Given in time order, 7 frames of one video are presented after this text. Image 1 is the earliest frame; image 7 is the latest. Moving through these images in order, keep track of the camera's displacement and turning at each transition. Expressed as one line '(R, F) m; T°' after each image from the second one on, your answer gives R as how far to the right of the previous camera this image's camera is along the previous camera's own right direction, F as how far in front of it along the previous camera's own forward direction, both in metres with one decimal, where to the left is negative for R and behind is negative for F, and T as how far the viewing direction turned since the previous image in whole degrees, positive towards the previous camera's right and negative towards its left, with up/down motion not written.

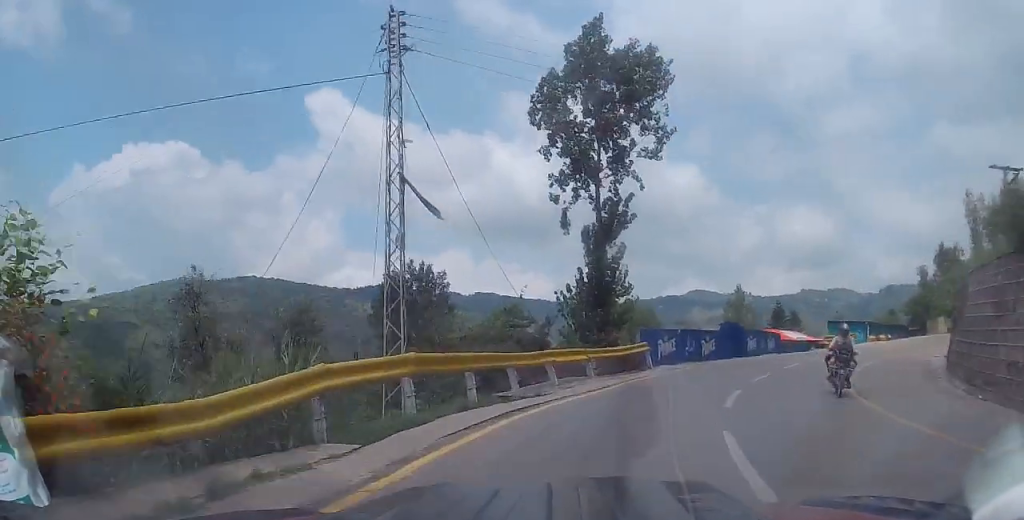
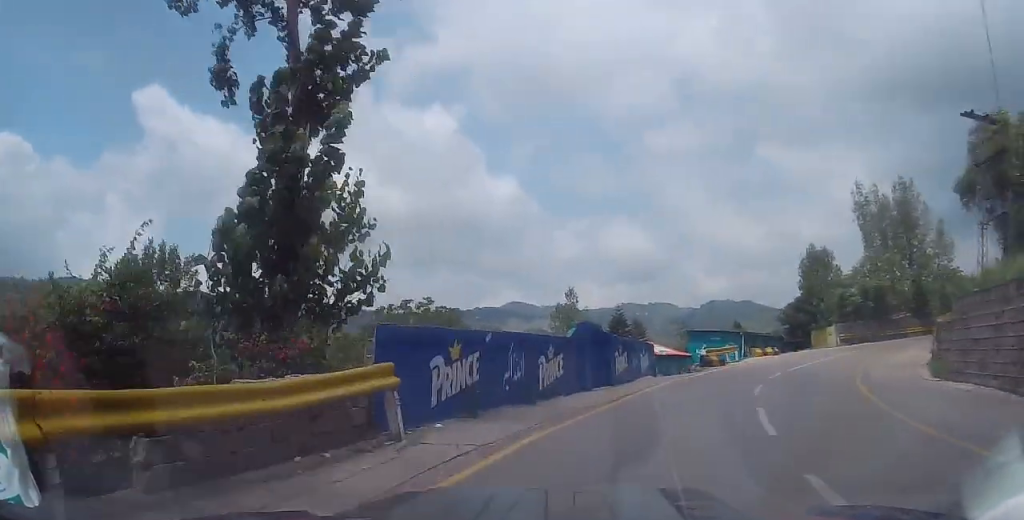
(+1.4, +14.4) m; +14°
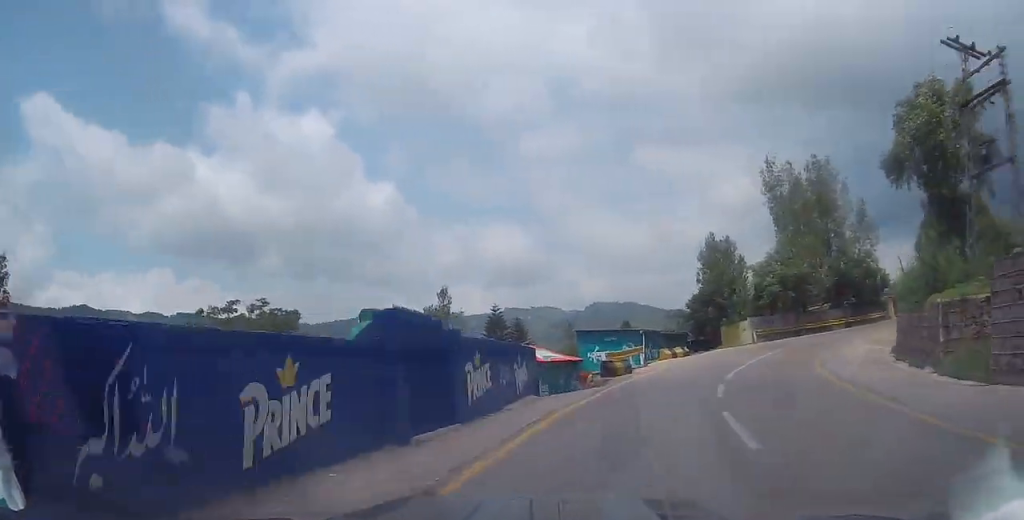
(+0.7, +7.7) m; +9°
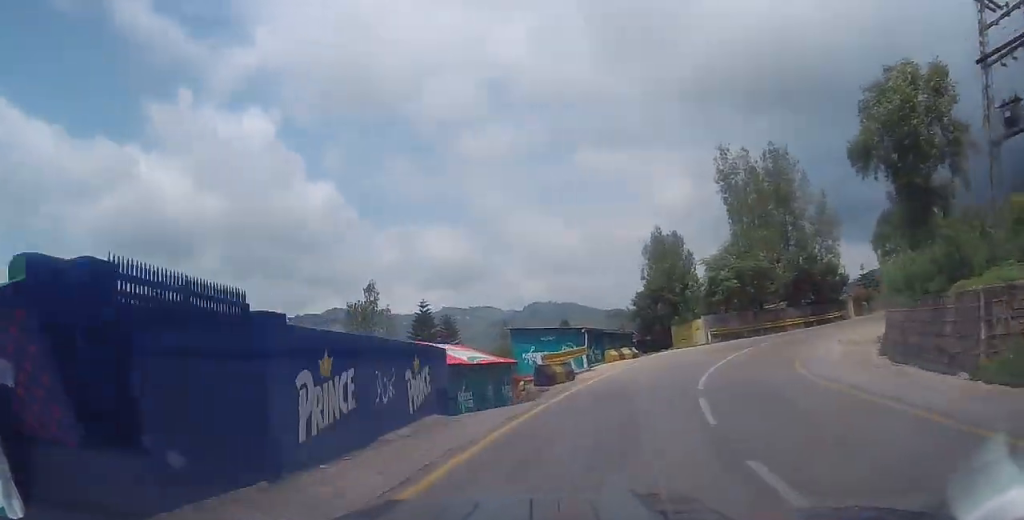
(+0.2, +4.6) m; +4°
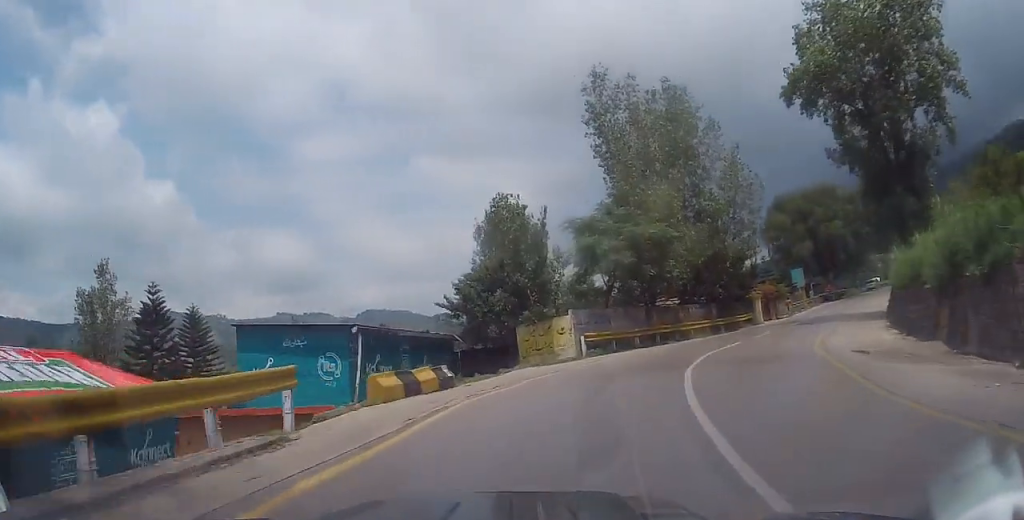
(+2.0, +17.5) m; +16°
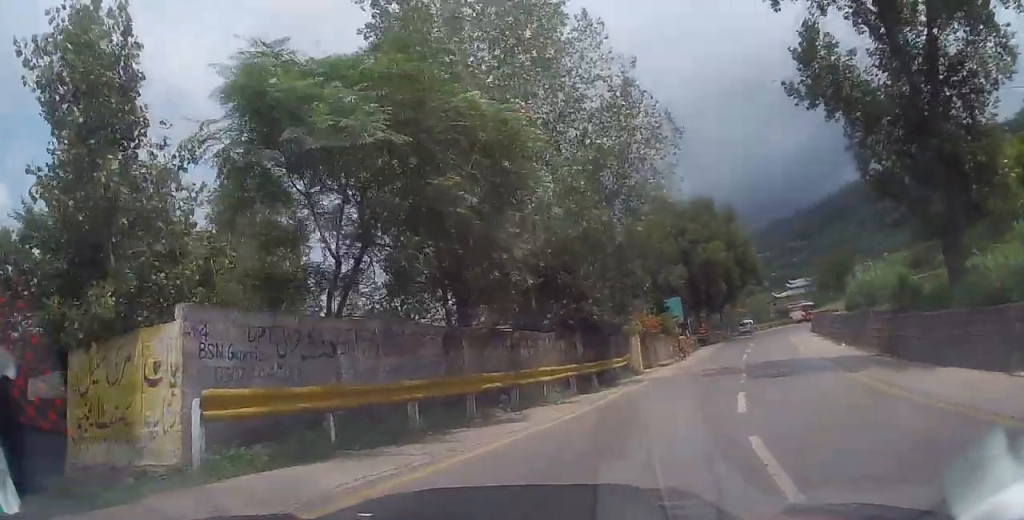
(+2.6, +18.2) m; +14°
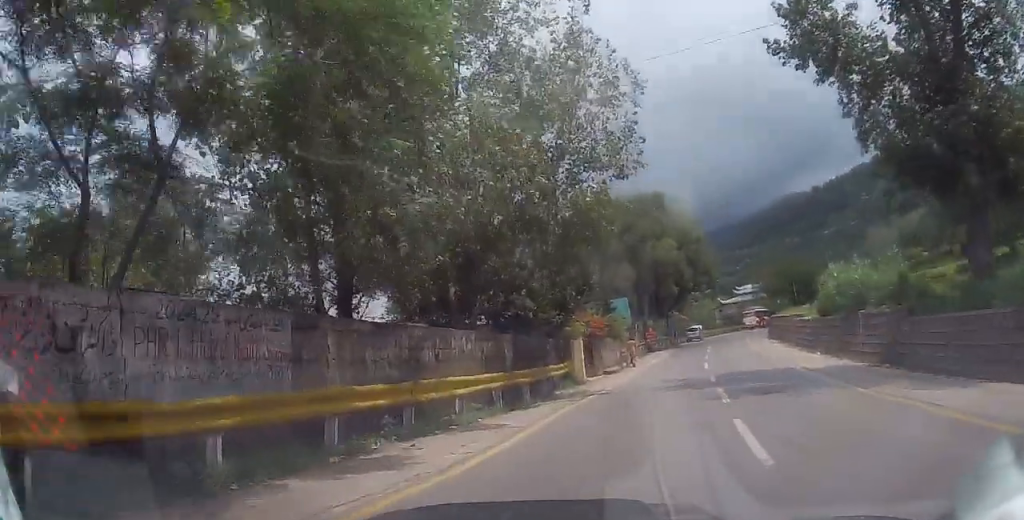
(0.0, +4.4) m; +4°
